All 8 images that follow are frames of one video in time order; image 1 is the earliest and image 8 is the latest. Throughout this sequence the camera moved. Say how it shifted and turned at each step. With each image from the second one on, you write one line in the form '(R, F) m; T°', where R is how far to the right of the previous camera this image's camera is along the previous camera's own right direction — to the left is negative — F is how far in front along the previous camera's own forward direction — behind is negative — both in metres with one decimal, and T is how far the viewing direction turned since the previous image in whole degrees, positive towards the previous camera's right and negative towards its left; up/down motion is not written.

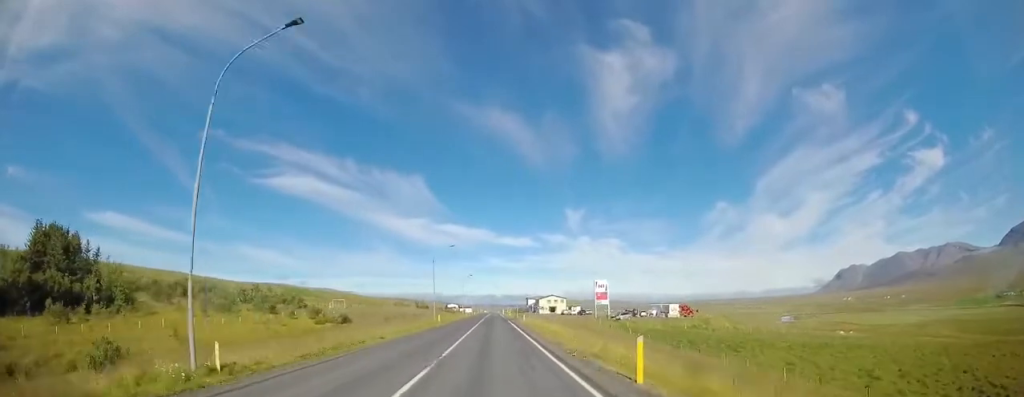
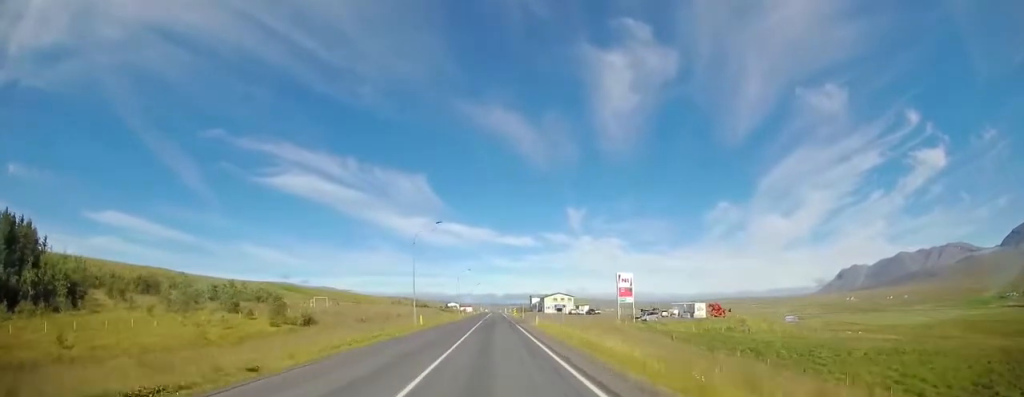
(-0.2, +11.7) m; 0°
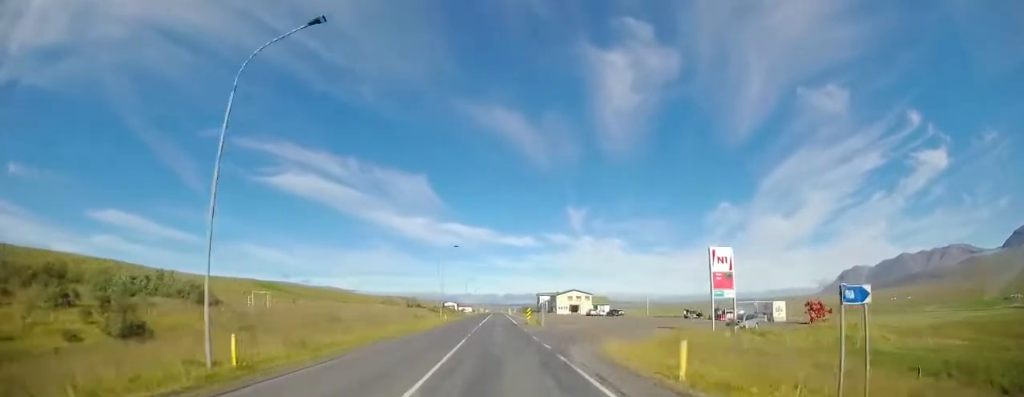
(+0.2, +24.6) m; 0°
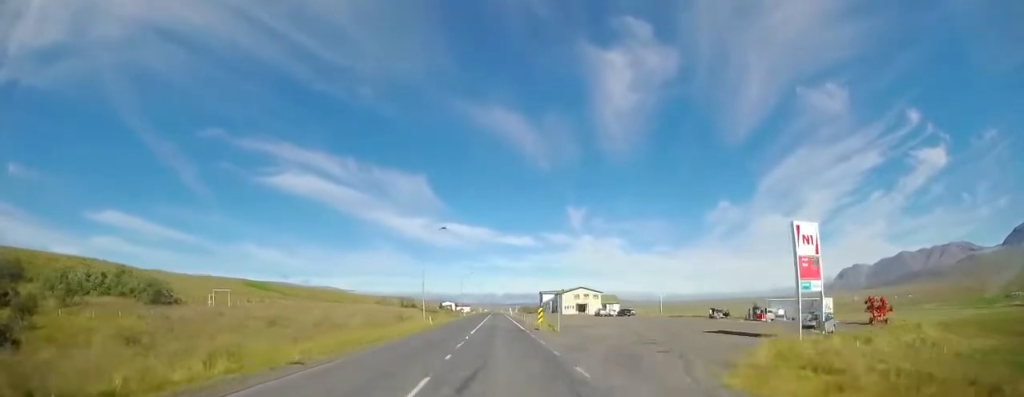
(+0.1, +10.3) m; -1°
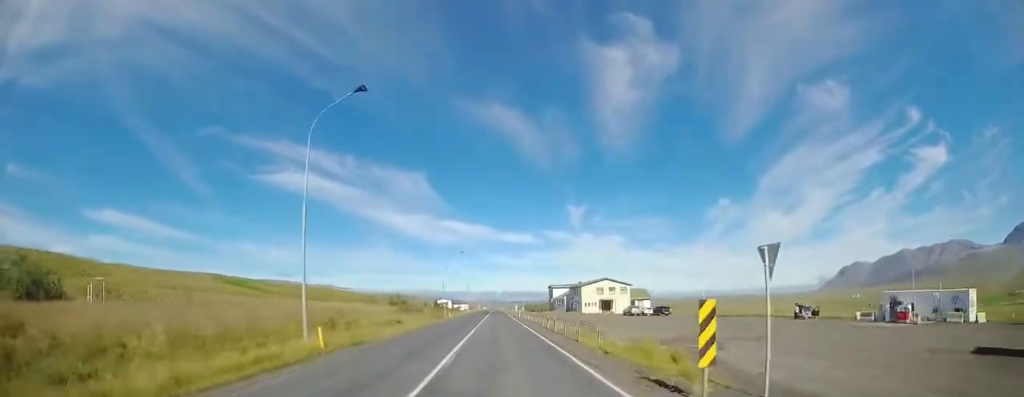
(-0.2, +22.5) m; 0°
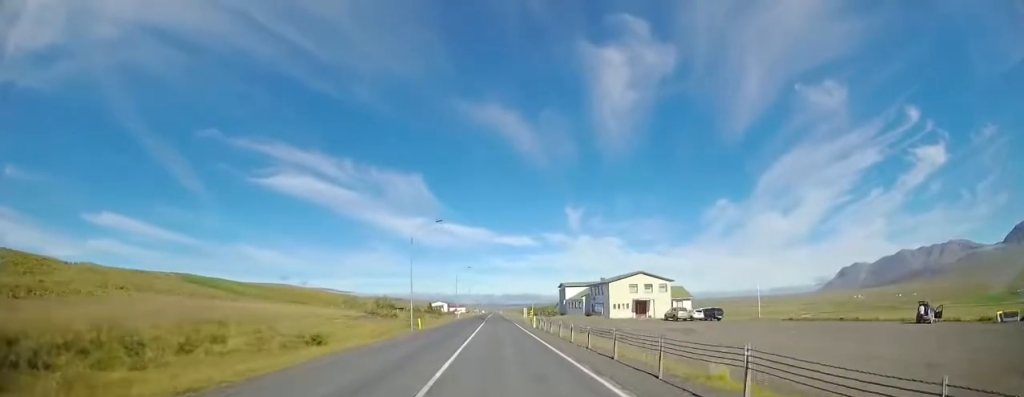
(+0.2, +19.6) m; +1°
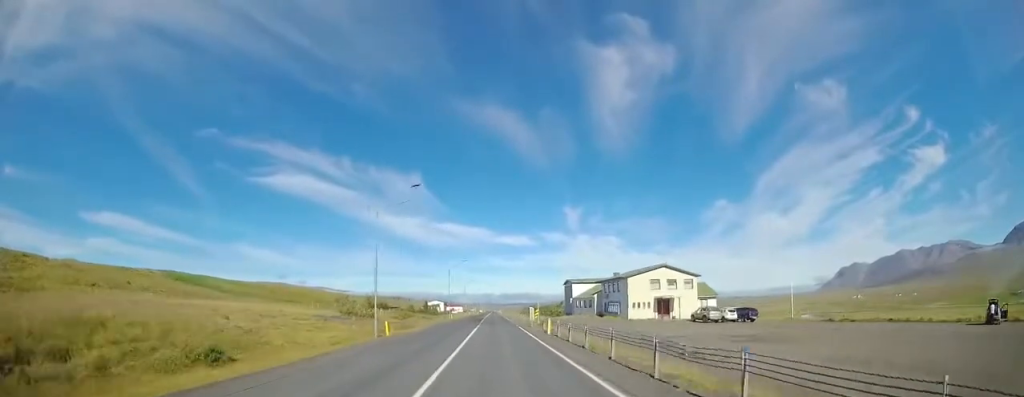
(0.0, +8.9) m; 0°
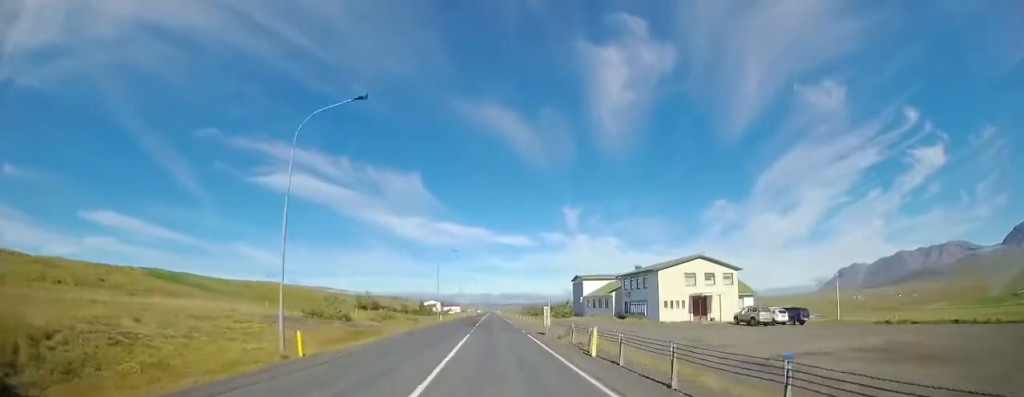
(0.0, +9.9) m; 0°
